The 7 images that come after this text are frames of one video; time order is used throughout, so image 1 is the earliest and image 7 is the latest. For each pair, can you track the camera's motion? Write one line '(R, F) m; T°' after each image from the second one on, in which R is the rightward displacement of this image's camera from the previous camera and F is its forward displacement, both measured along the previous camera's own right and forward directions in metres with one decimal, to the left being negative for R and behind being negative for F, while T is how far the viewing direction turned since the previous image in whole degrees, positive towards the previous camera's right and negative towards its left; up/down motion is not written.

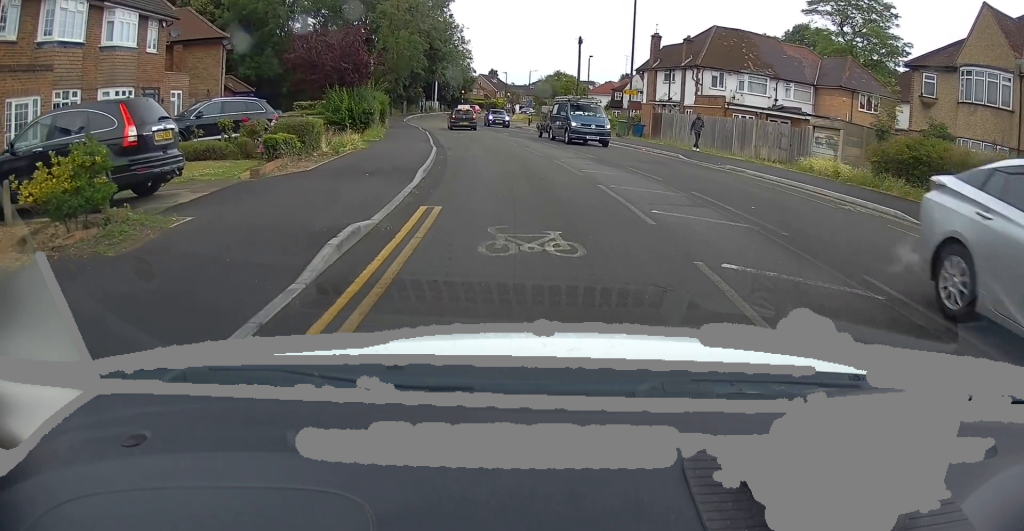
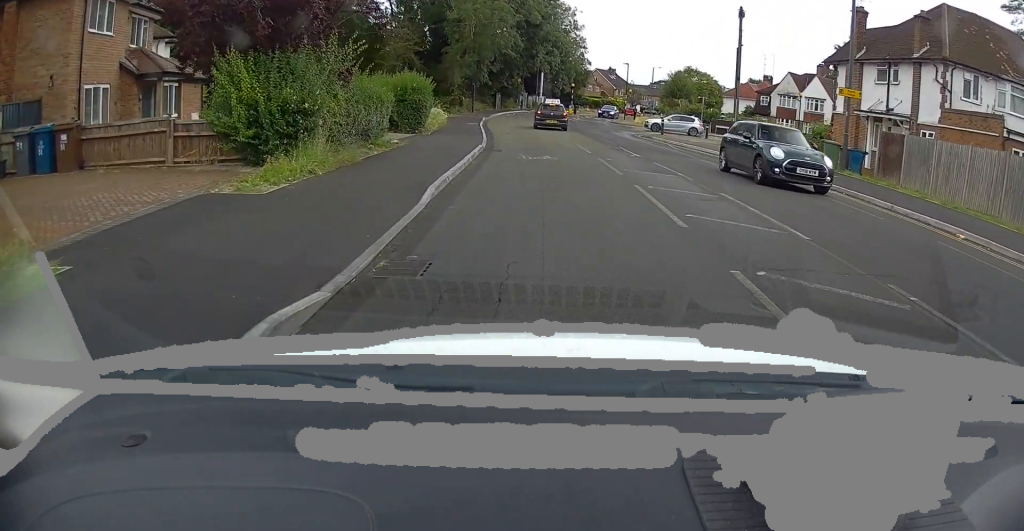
(-2.1, +17.7) m; -11°
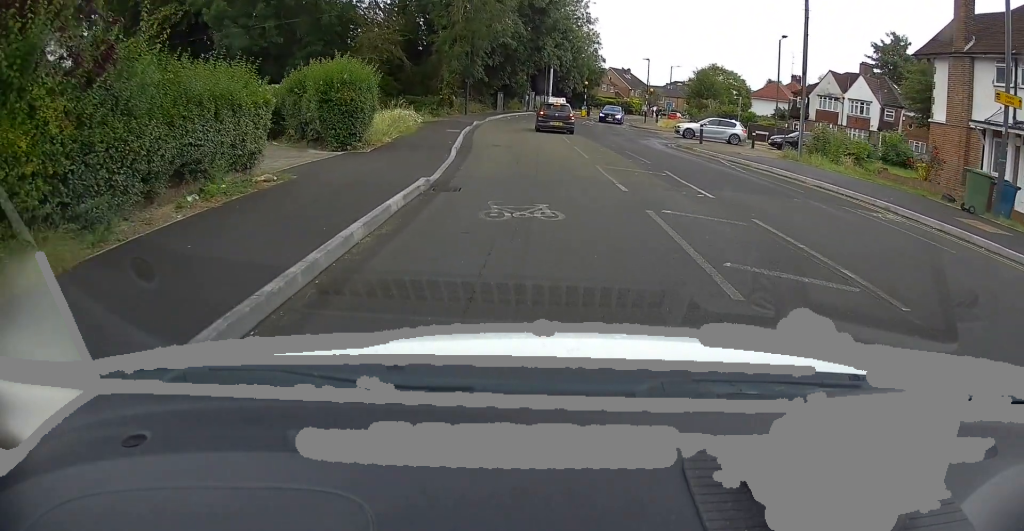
(-0.1, +8.7) m; 0°
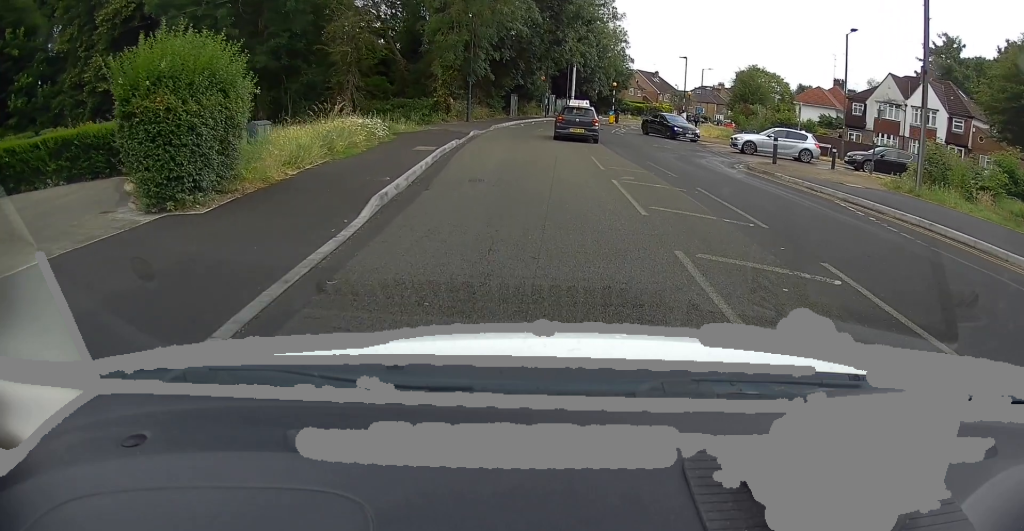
(-0.1, +8.6) m; -3°
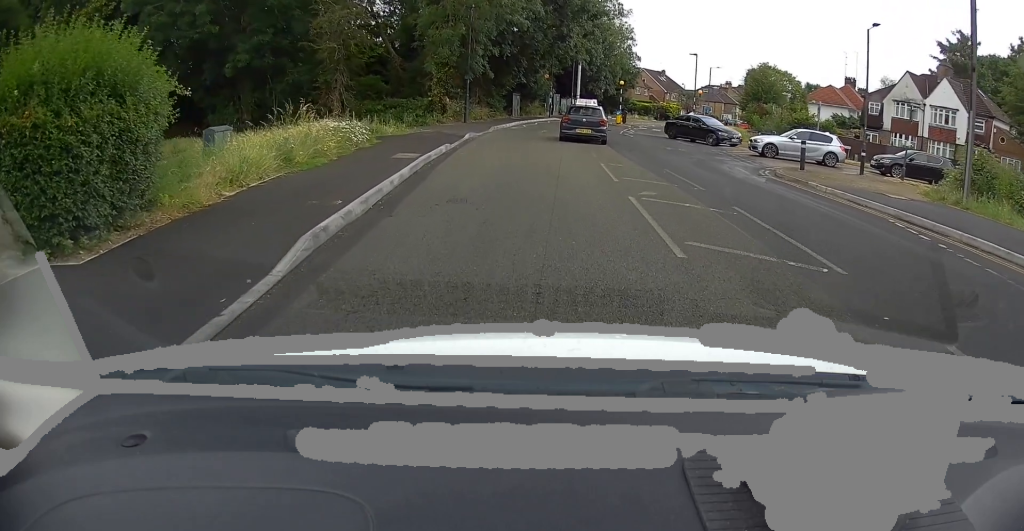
(-0.1, +2.4) m; -2°
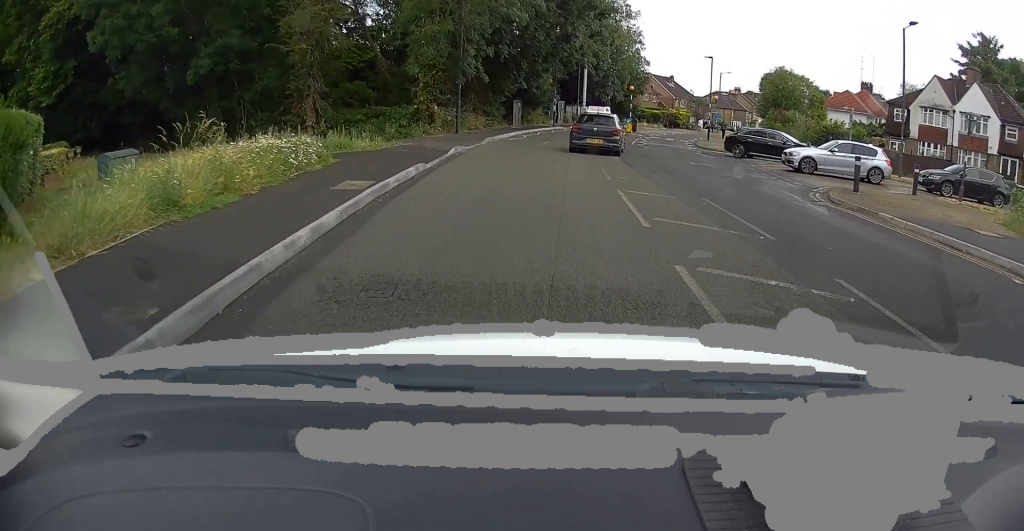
(-0.1, +4.0) m; 0°
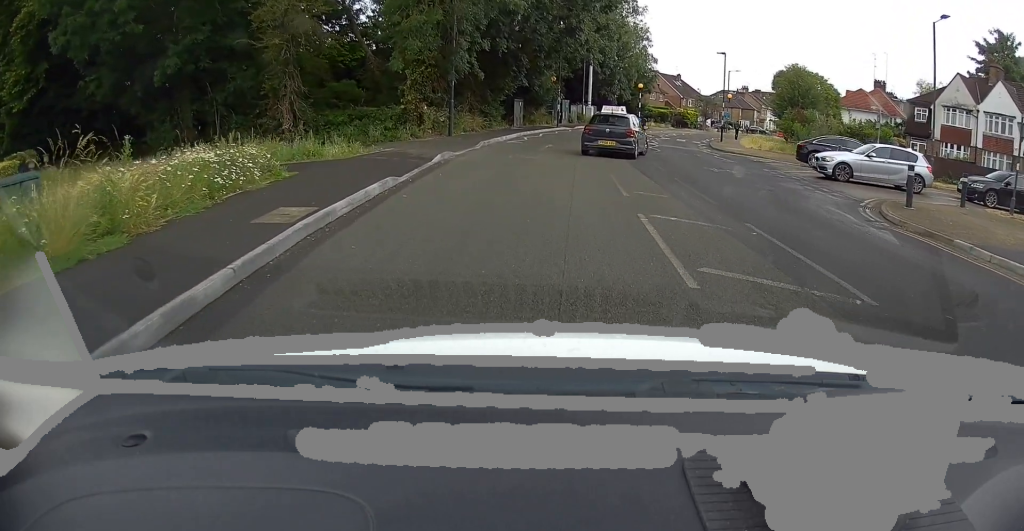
(0.0, +2.9) m; +1°
